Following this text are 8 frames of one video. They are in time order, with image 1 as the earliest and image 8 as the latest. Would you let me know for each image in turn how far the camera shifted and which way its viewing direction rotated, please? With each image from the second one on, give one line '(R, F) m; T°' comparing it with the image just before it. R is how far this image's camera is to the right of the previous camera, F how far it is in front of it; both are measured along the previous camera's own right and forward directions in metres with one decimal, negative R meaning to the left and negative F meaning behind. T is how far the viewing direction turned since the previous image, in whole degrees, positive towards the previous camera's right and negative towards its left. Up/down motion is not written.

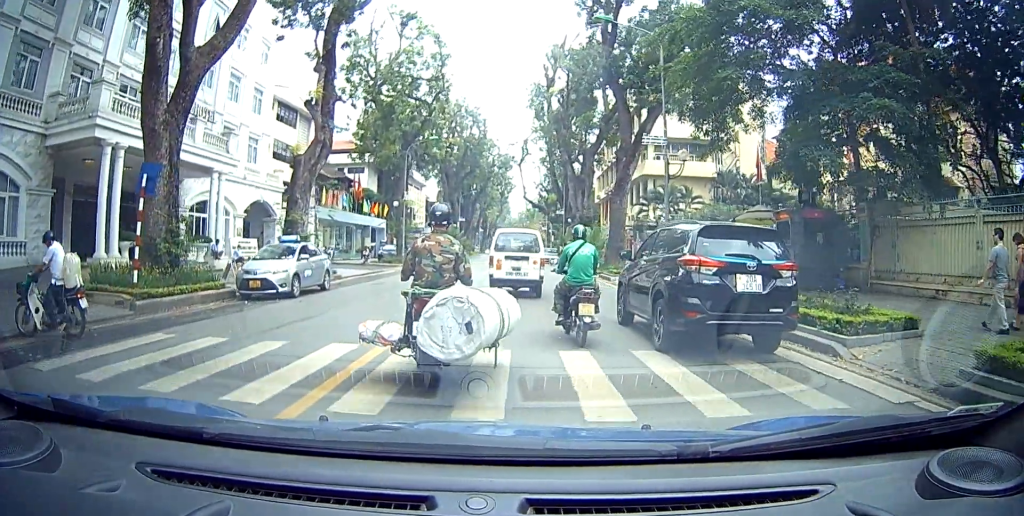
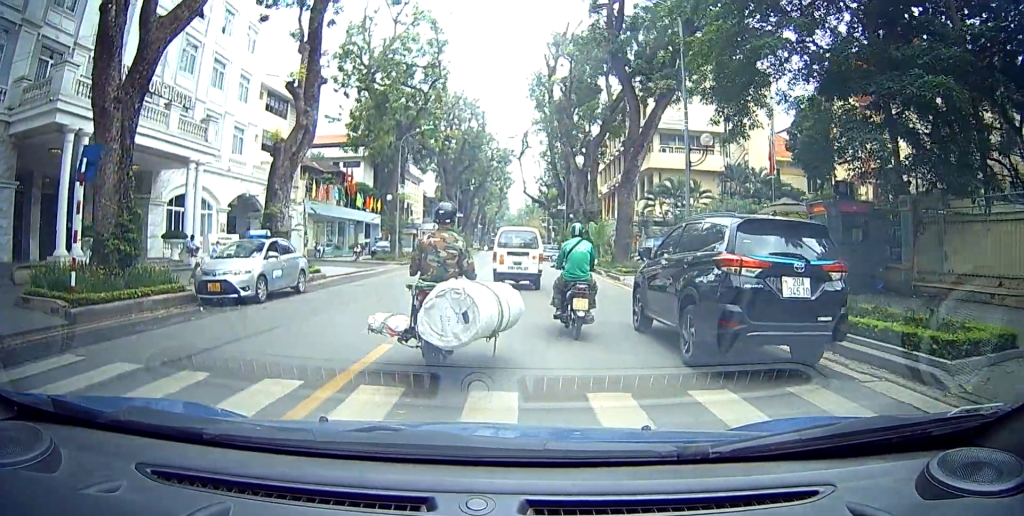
(-0.1, +1.6) m; -2°
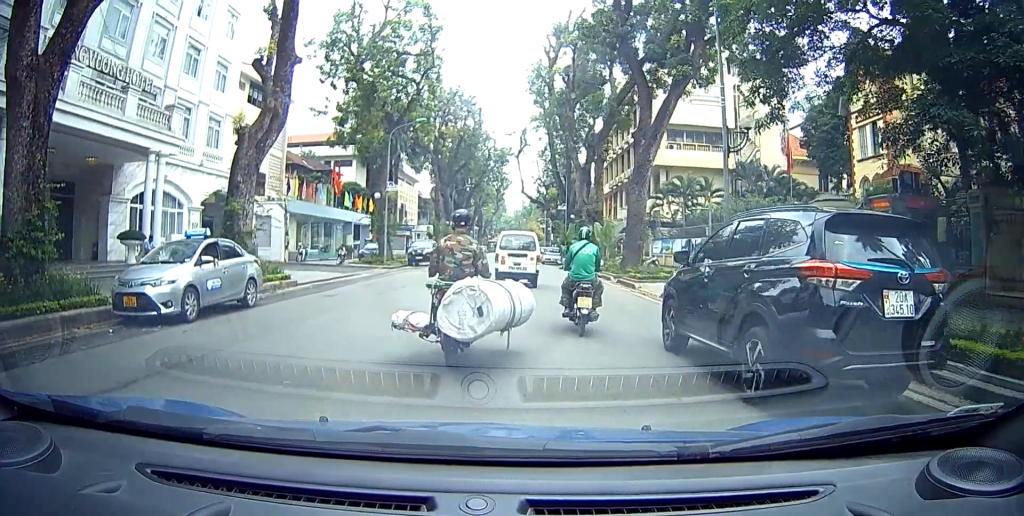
(-0.1, +2.4) m; +2°
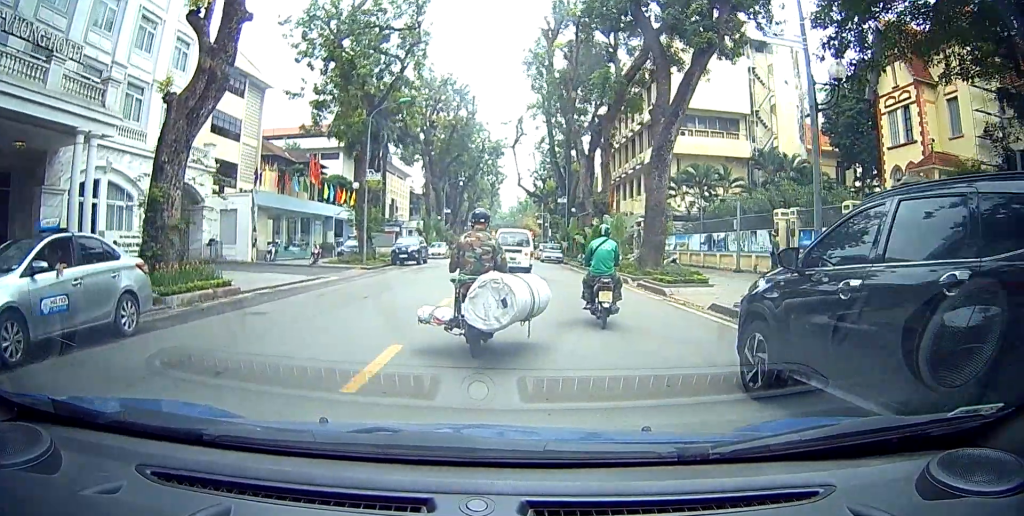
(+0.1, +3.6) m; +12°
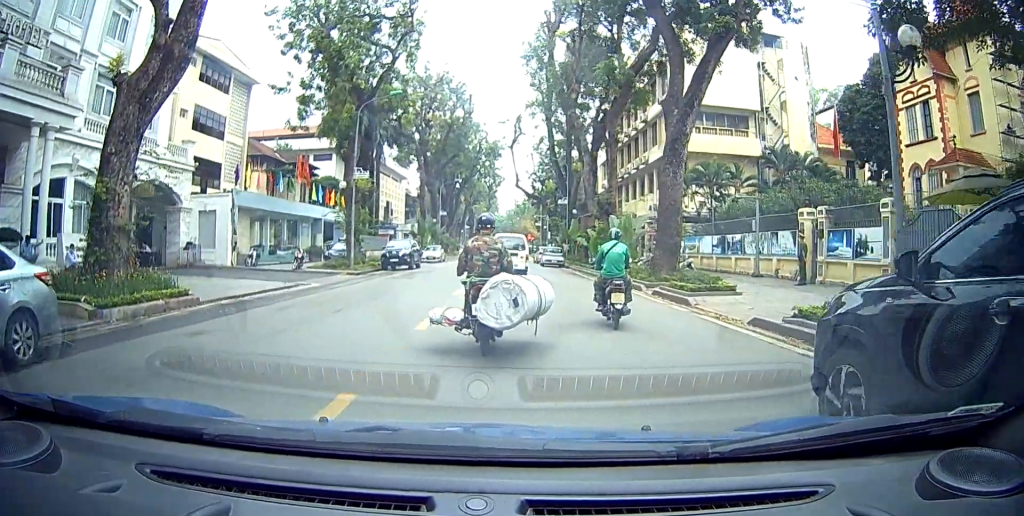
(+0.3, +1.8) m; +7°
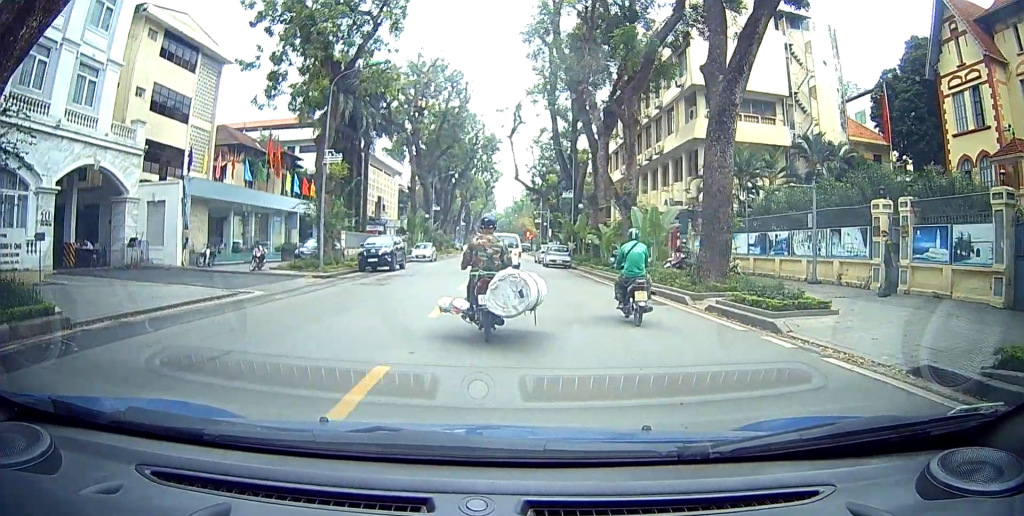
(+0.5, +3.8) m; 0°
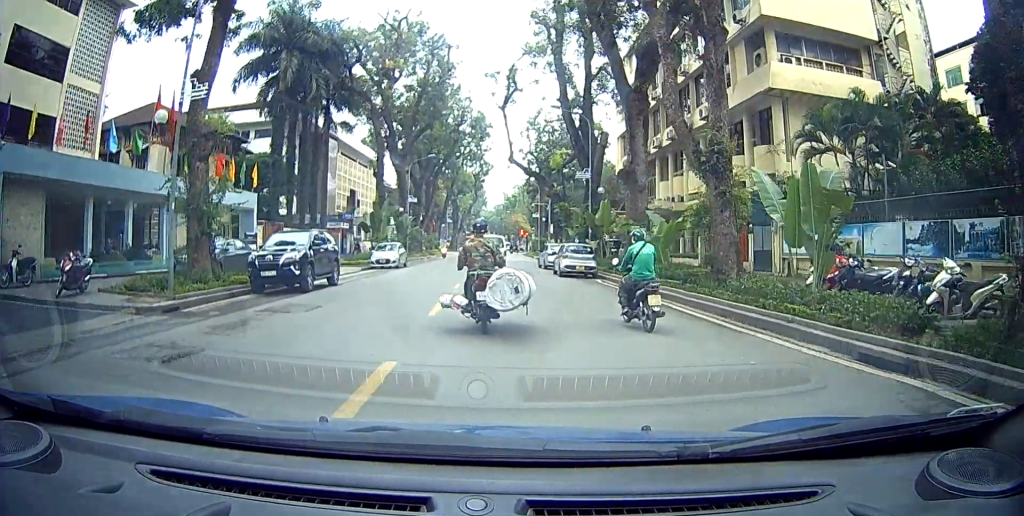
(-1.8, +6.7) m; -19°
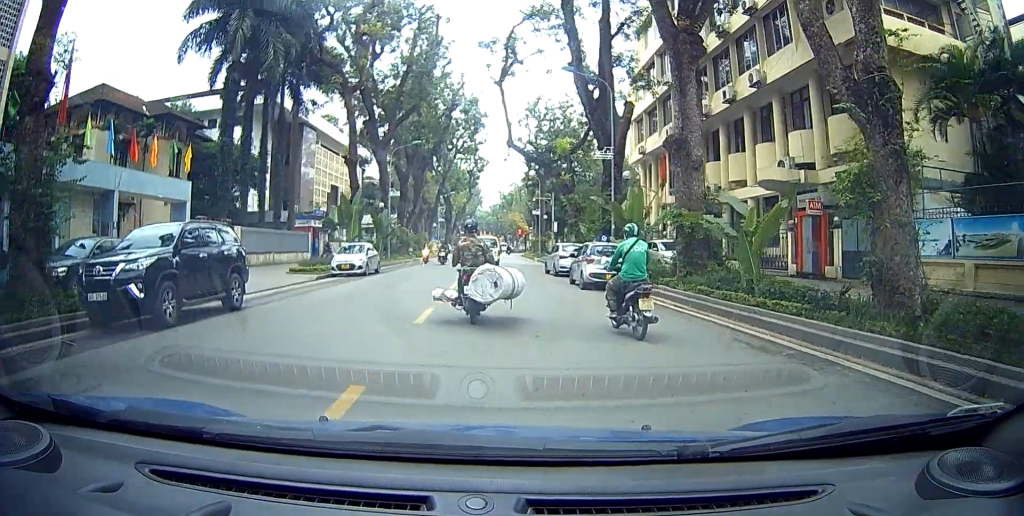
(+0.4, +4.6) m; +5°
